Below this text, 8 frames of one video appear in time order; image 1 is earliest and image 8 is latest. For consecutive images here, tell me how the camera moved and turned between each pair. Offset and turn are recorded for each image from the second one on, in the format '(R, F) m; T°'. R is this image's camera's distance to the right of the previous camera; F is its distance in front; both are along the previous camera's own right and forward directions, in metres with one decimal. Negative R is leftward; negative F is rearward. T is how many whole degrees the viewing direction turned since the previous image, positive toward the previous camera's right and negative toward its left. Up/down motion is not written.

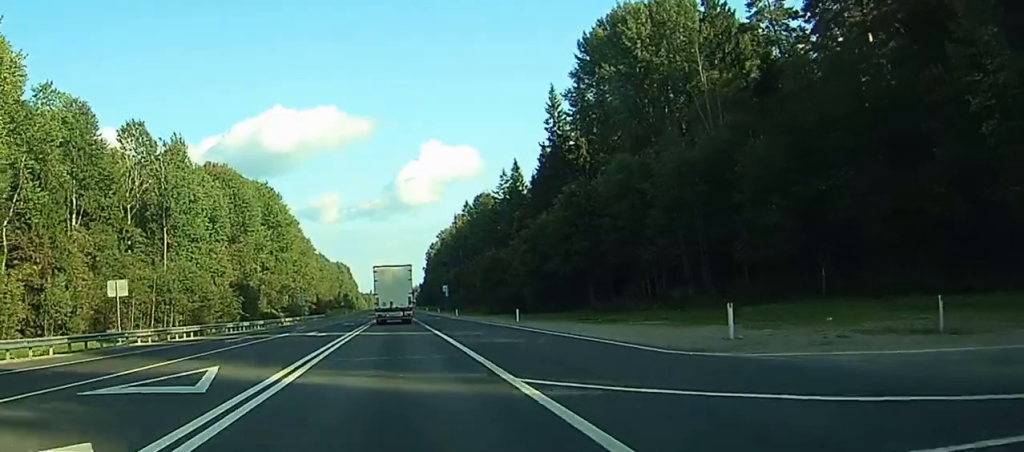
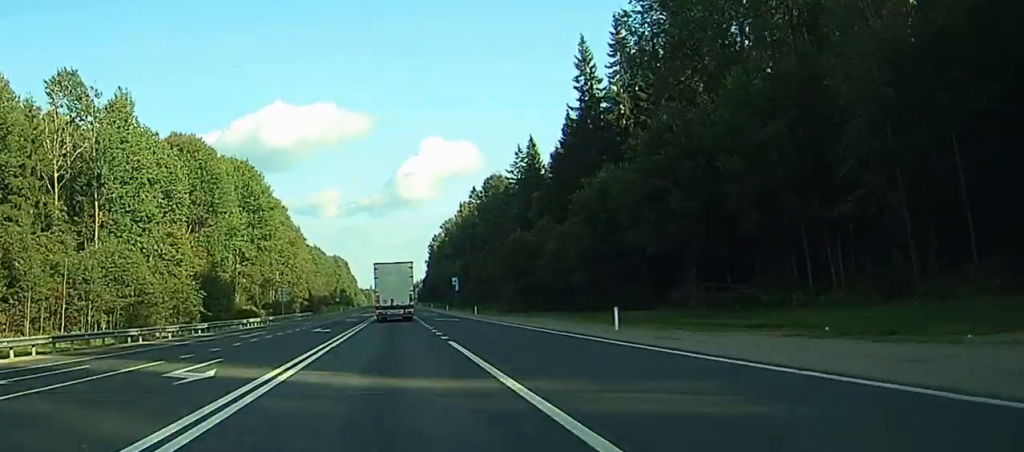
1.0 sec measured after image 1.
(0.0, +32.9) m; 0°
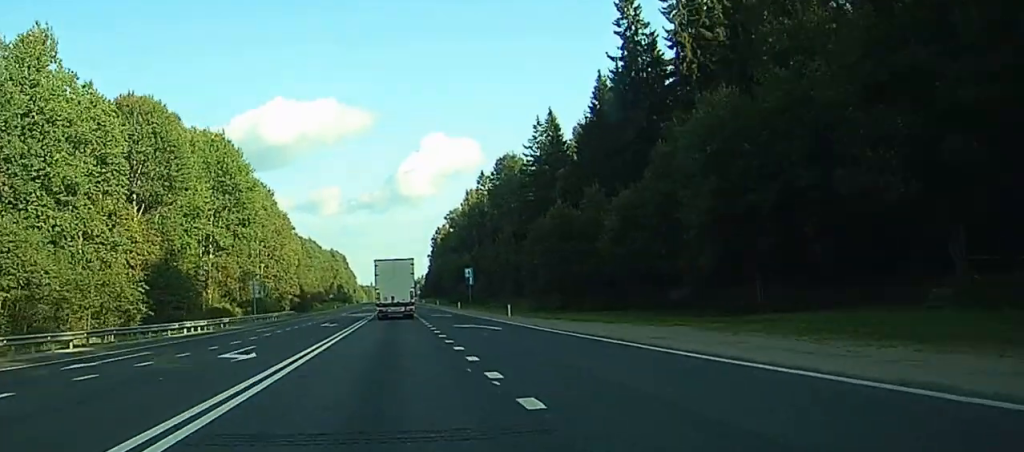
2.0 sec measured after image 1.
(0.0, +27.0) m; 0°
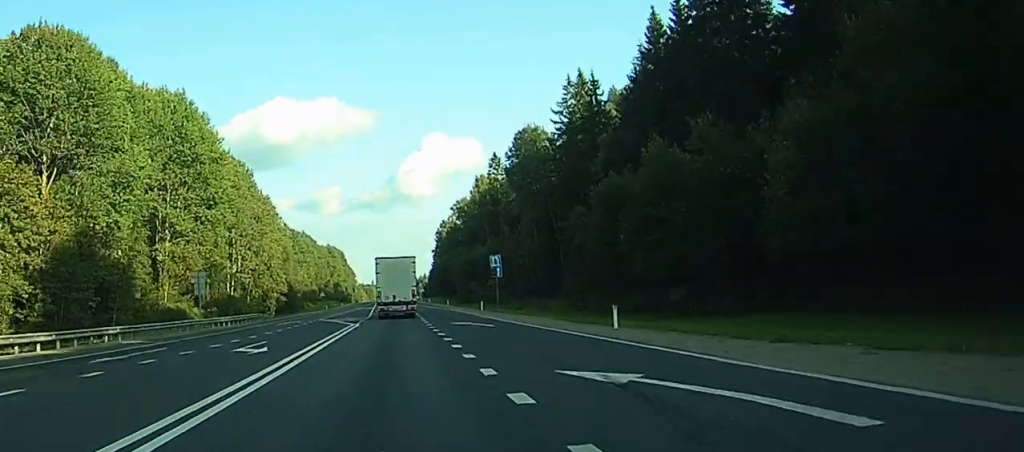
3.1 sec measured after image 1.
(0.0, +28.1) m; 0°
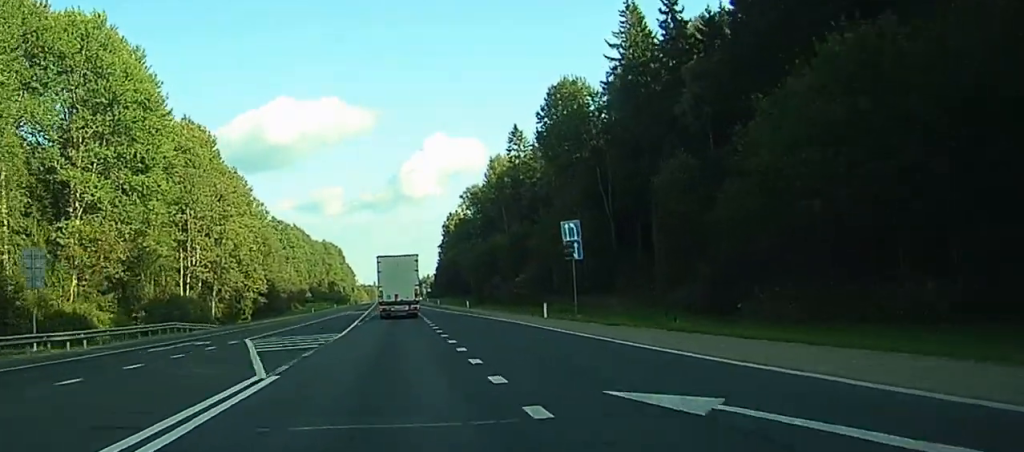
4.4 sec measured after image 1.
(-0.2, +32.8) m; 0°
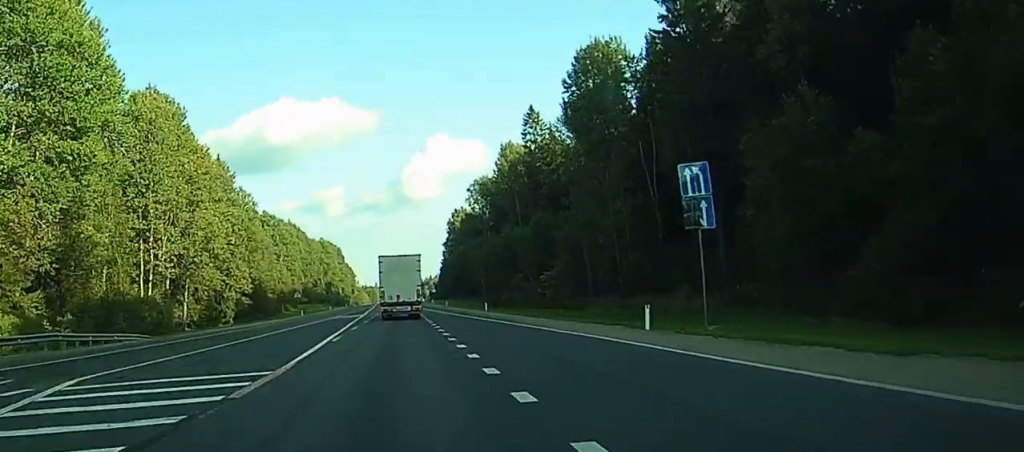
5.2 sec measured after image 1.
(0.0, +18.0) m; 0°
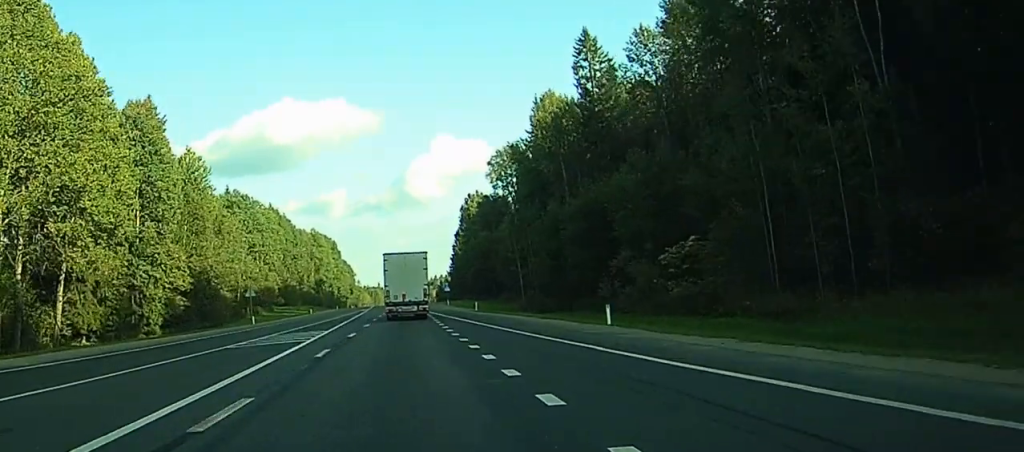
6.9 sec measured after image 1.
(+0.1, +43.0) m; 0°
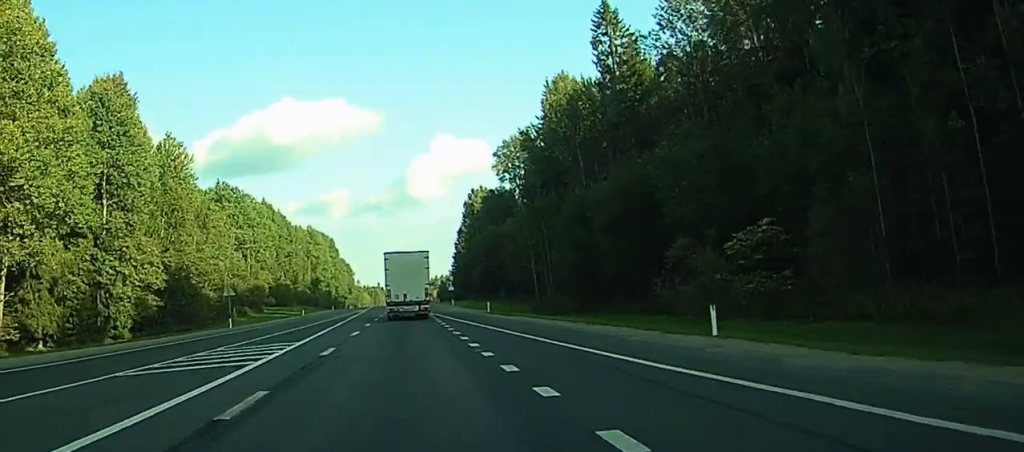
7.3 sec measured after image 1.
(0.0, +10.9) m; 0°
